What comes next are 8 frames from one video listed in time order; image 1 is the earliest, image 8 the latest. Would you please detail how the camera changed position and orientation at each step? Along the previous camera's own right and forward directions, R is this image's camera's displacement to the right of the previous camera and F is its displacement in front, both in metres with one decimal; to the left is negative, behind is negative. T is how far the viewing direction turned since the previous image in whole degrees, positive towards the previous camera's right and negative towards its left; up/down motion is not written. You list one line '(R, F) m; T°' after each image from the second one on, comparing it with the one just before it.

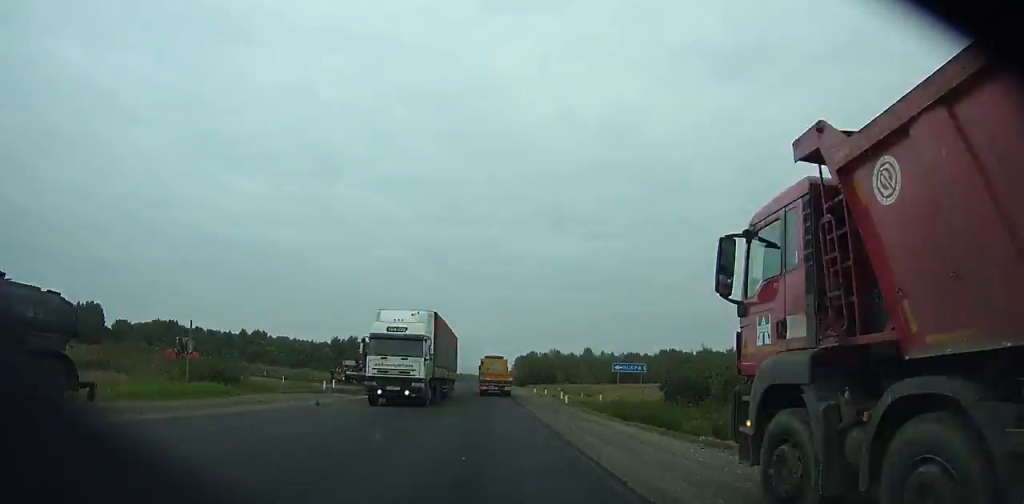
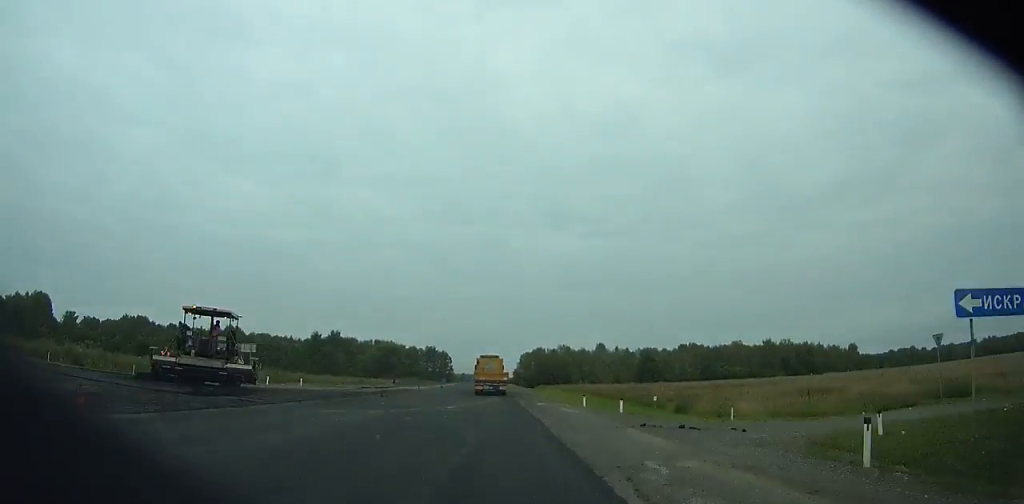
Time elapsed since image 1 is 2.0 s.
(+0.2, +38.4) m; 0°
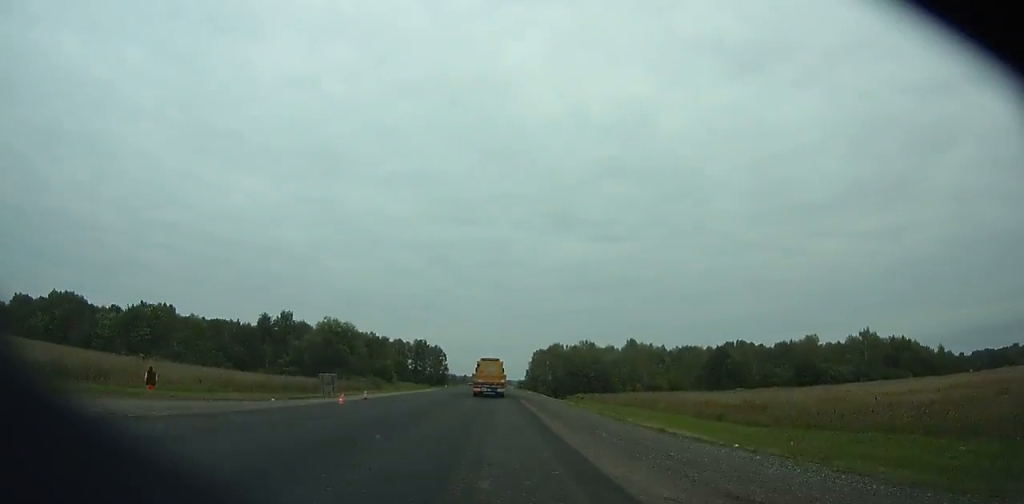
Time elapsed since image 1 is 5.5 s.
(-0.2, +69.1) m; -1°
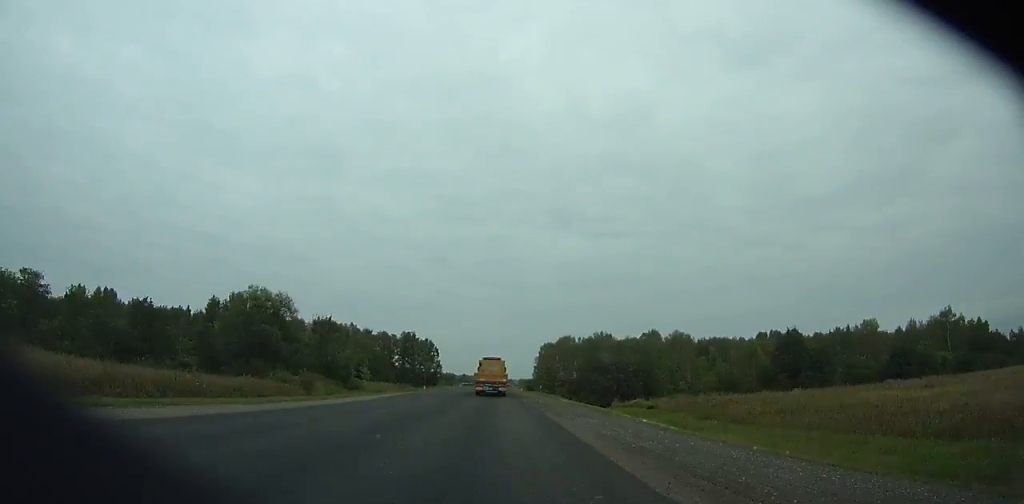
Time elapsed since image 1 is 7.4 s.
(-0.1, +38.9) m; 0°
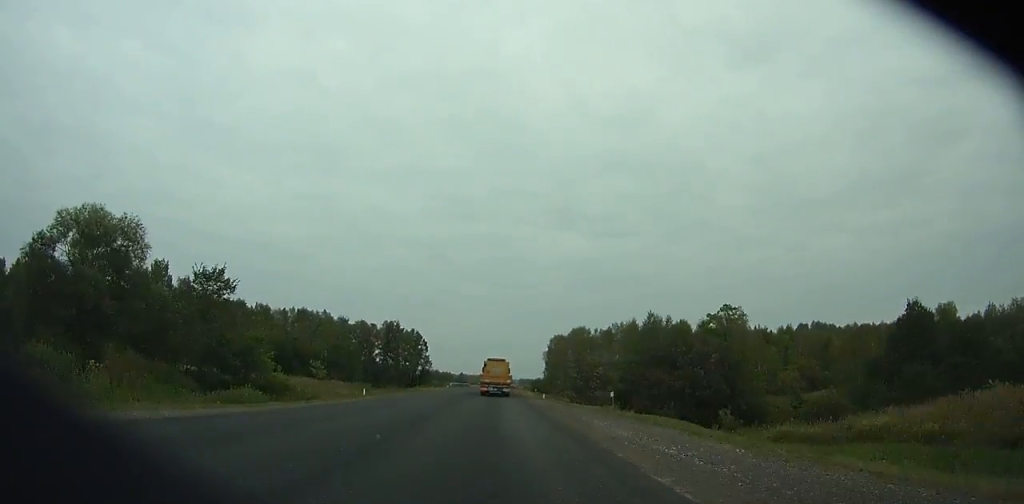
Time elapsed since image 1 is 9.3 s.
(-0.1, +39.4) m; 0°
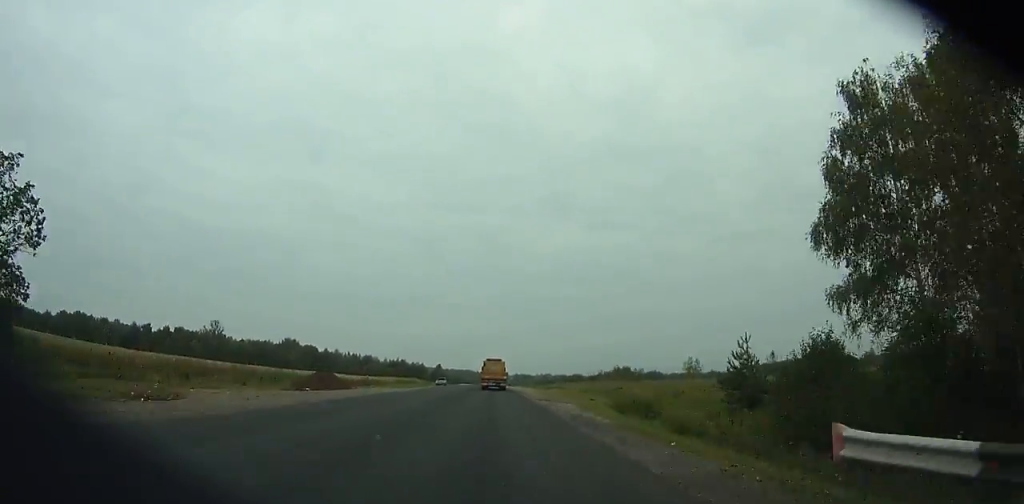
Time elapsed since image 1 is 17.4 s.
(+1.3, +177.1) m; +1°
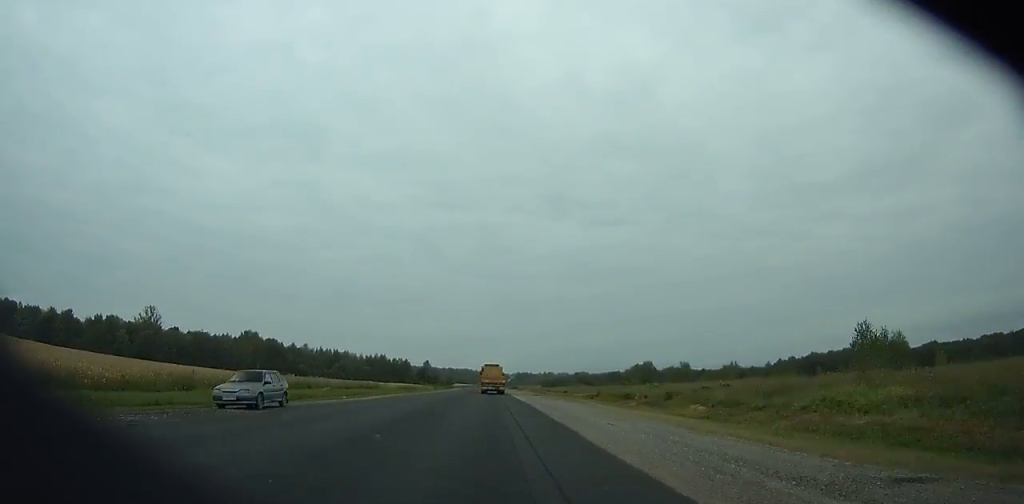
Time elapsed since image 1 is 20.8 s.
(+0.1, +77.9) m; 0°
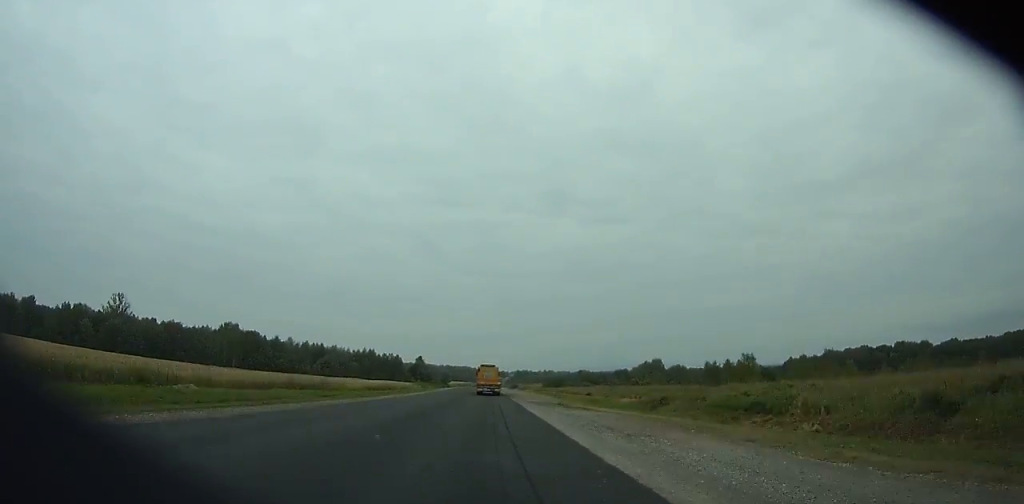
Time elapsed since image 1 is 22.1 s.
(+0.1, +30.5) m; 0°
